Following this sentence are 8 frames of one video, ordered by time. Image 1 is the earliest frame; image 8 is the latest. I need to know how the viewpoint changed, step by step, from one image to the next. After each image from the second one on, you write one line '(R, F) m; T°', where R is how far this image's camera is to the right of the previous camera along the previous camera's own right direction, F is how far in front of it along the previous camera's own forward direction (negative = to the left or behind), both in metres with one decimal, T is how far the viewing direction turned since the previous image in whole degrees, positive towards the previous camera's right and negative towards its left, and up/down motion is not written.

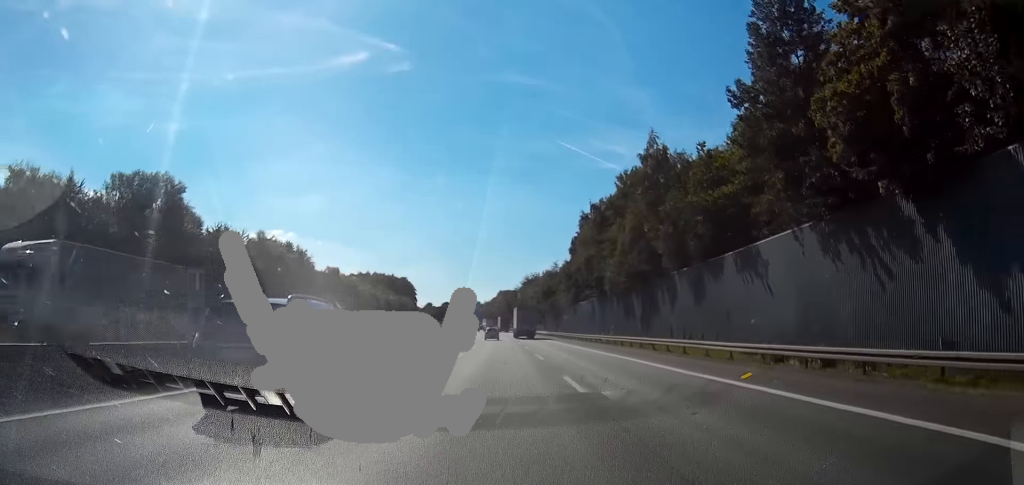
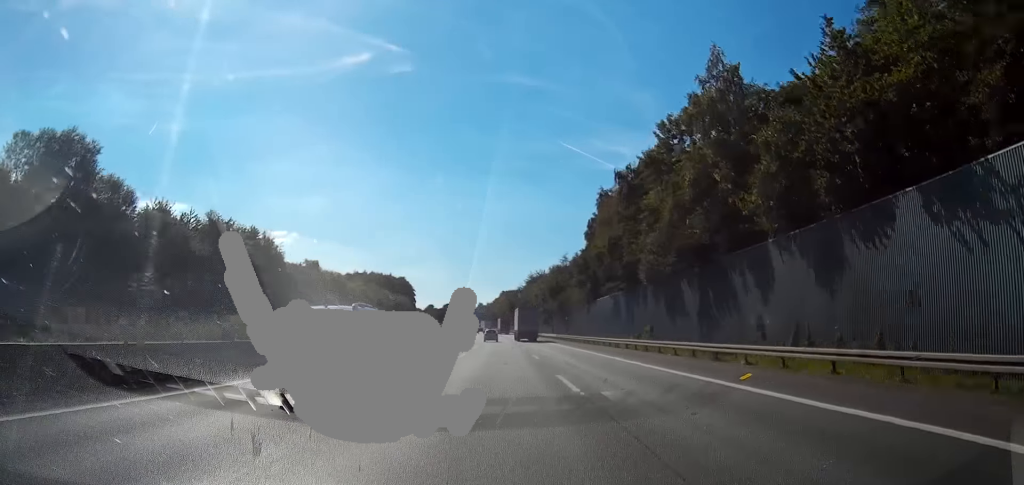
(0.0, +12.8) m; 0°
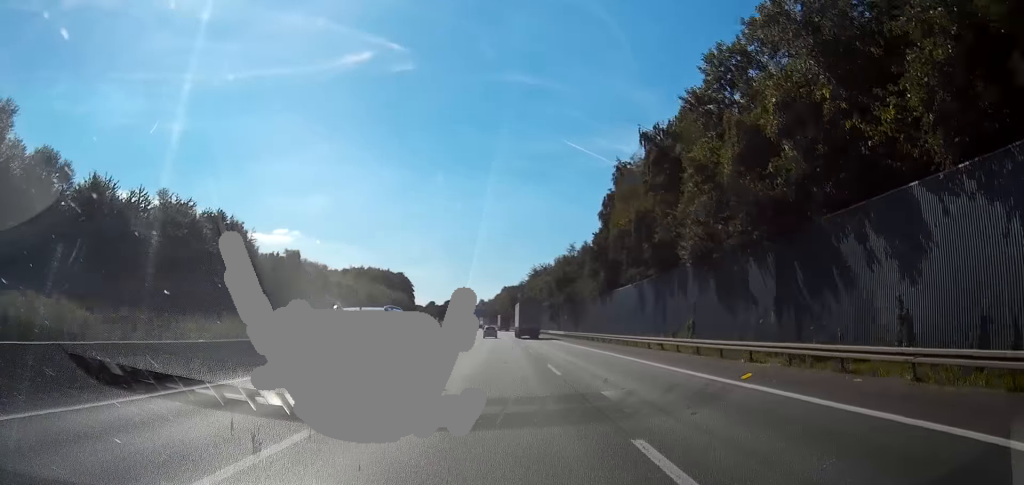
(0.0, +8.8) m; 0°
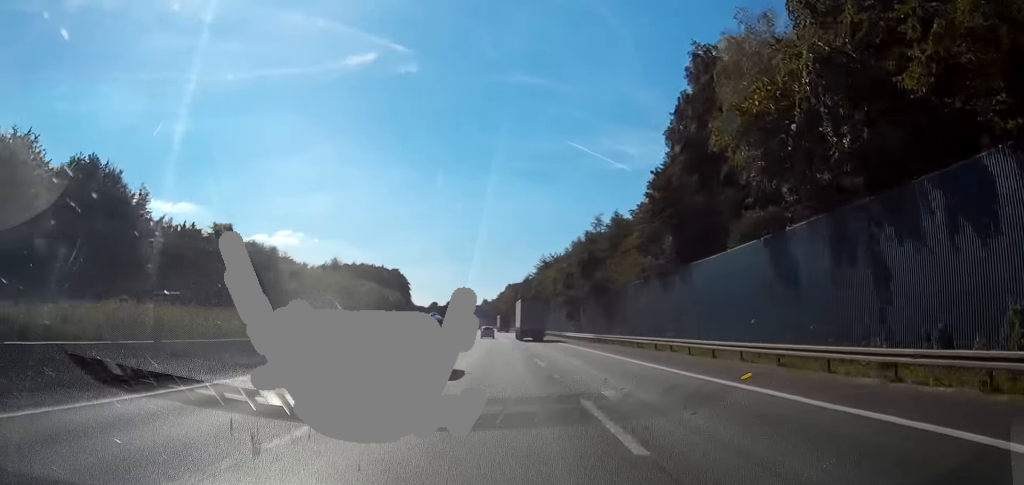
(-0.1, +23.1) m; -1°
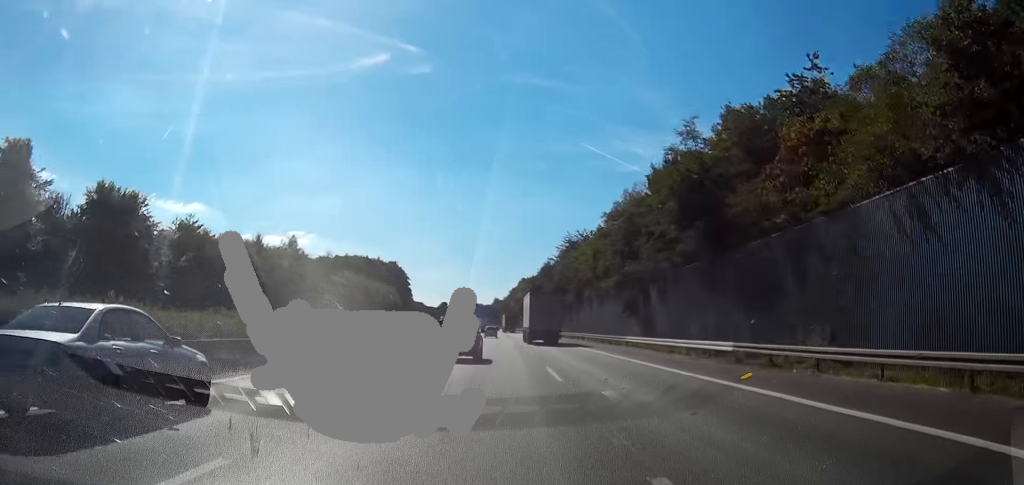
(-1.1, +65.0) m; -1°
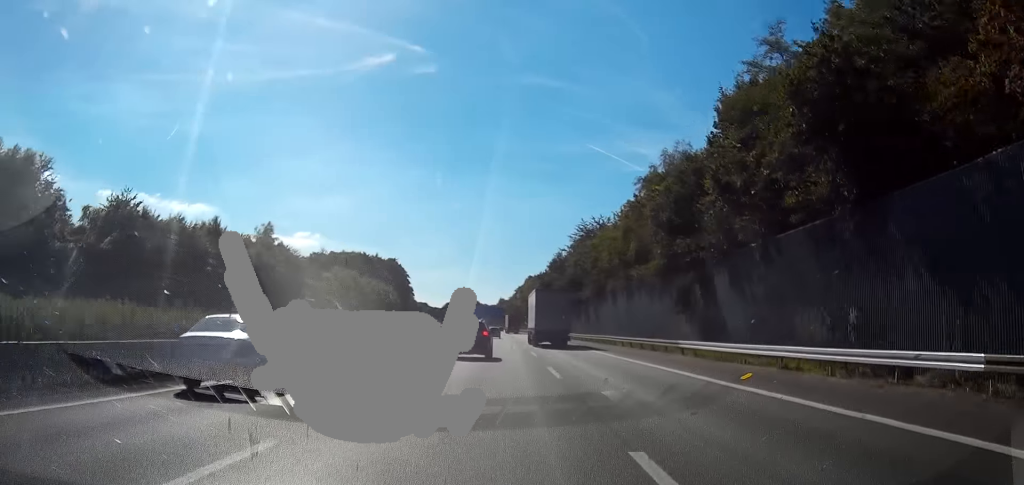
(0.0, +15.9) m; 0°
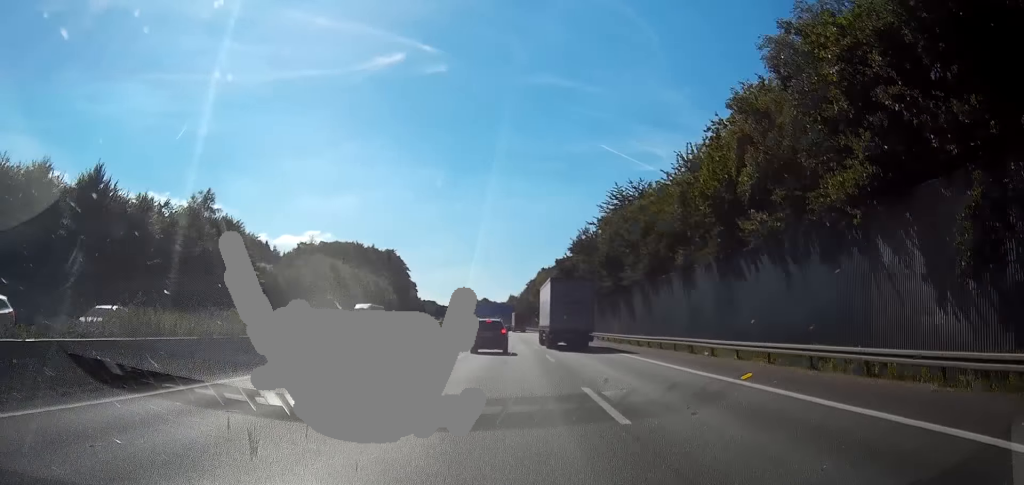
(+0.1, +27.2) m; 0°
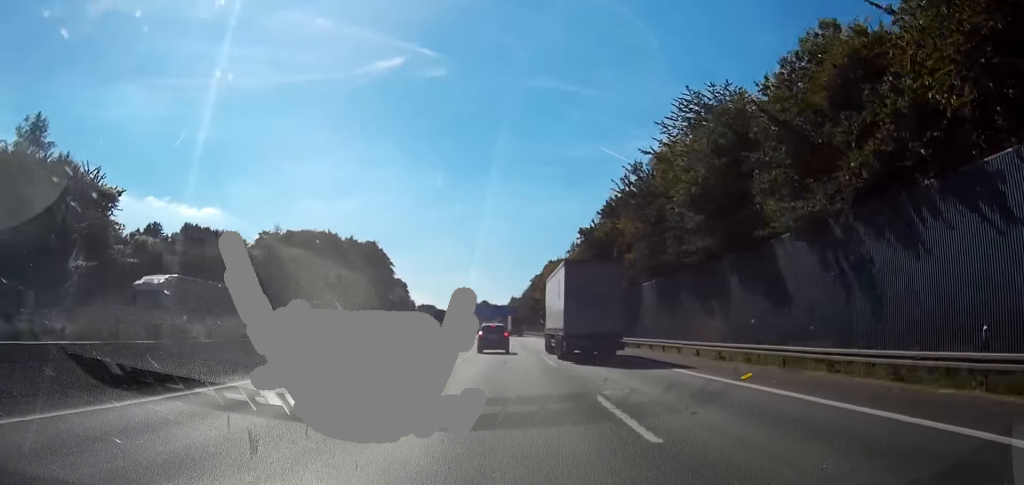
(-0.2, +37.2) m; -1°
